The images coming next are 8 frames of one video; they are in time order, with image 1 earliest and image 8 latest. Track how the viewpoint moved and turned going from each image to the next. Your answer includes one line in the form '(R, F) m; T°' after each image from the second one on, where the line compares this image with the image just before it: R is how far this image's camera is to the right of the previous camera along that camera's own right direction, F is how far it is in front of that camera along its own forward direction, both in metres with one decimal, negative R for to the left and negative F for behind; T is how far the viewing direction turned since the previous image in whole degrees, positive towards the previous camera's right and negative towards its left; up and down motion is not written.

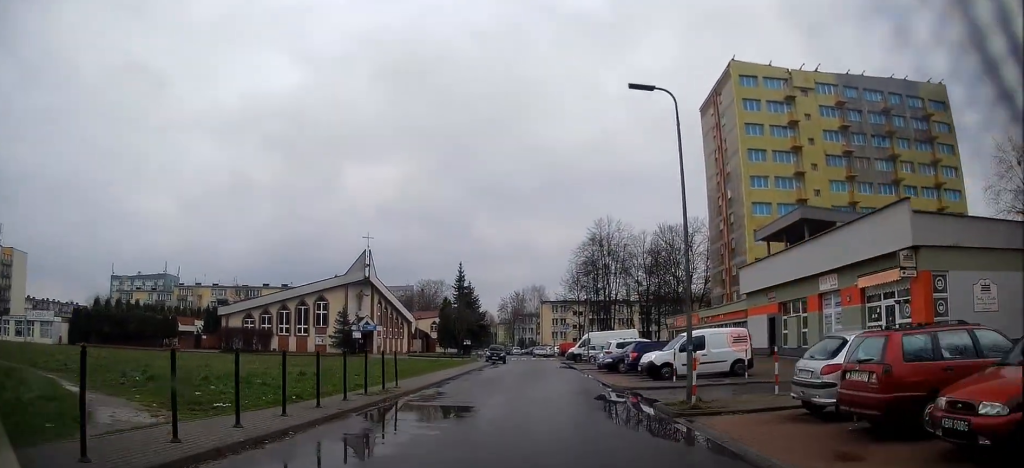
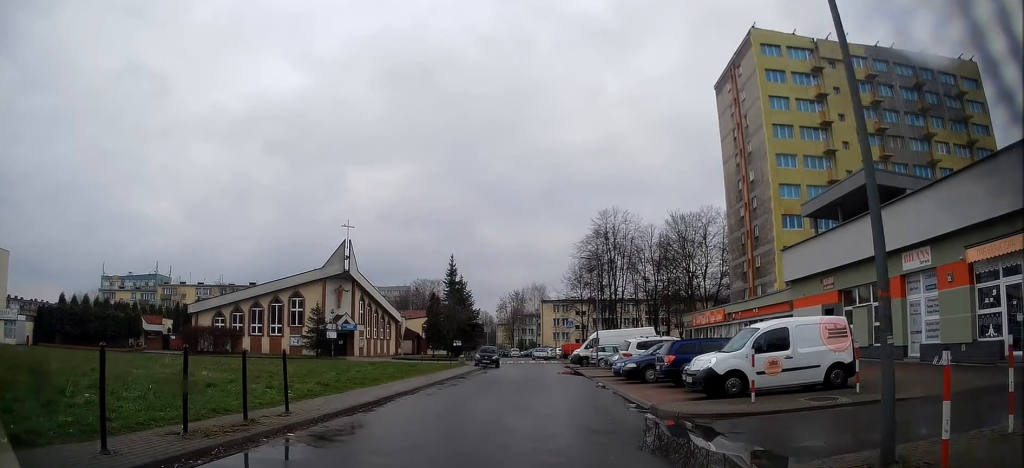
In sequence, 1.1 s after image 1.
(-0.1, +7.0) m; -1°
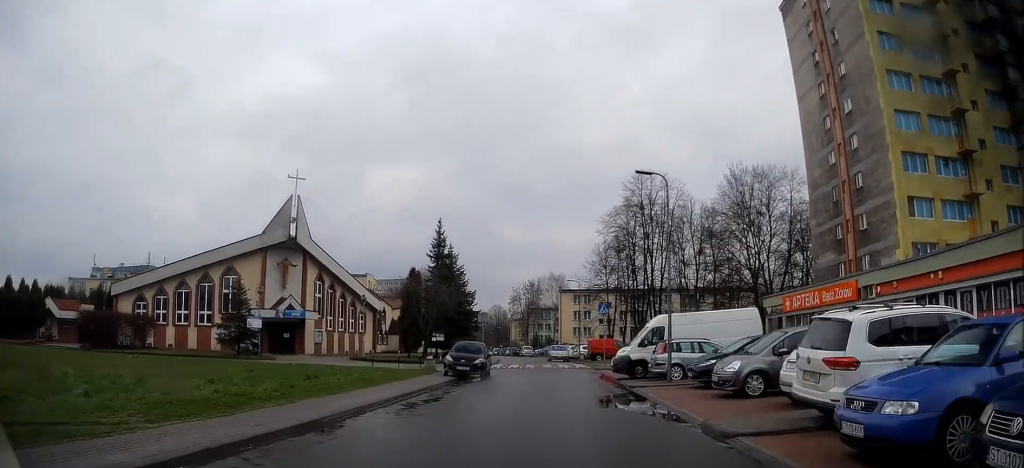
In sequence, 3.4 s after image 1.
(+0.4, +17.2) m; 0°
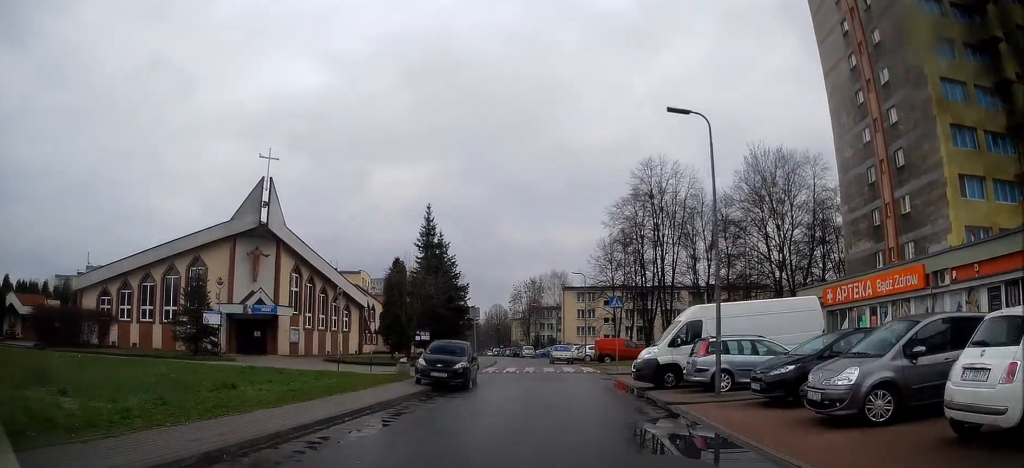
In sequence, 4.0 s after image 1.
(-0.2, +5.6) m; 0°
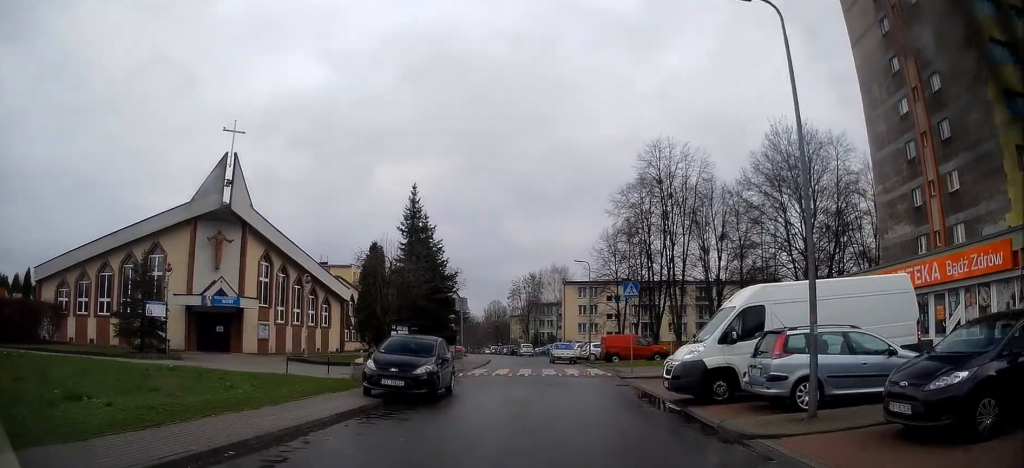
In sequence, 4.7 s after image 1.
(-0.1, +5.6) m; +1°
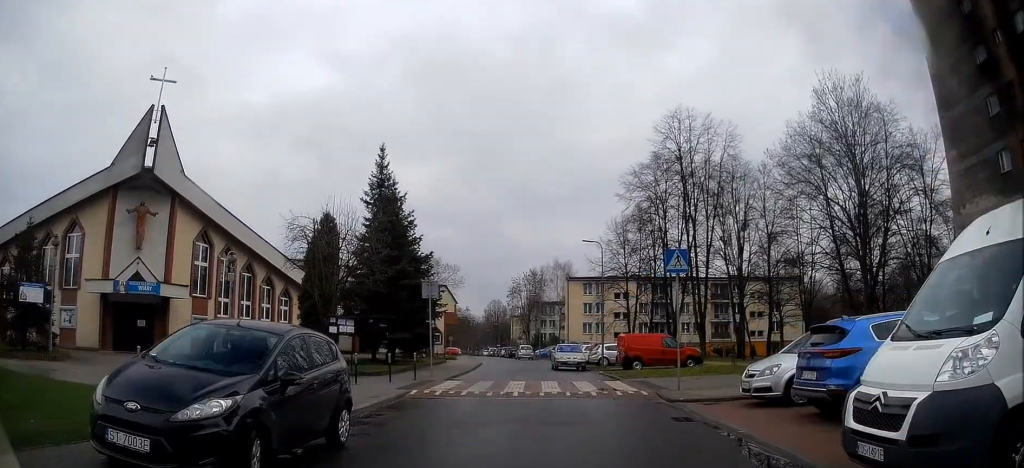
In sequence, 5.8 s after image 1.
(+0.3, +9.3) m; 0°
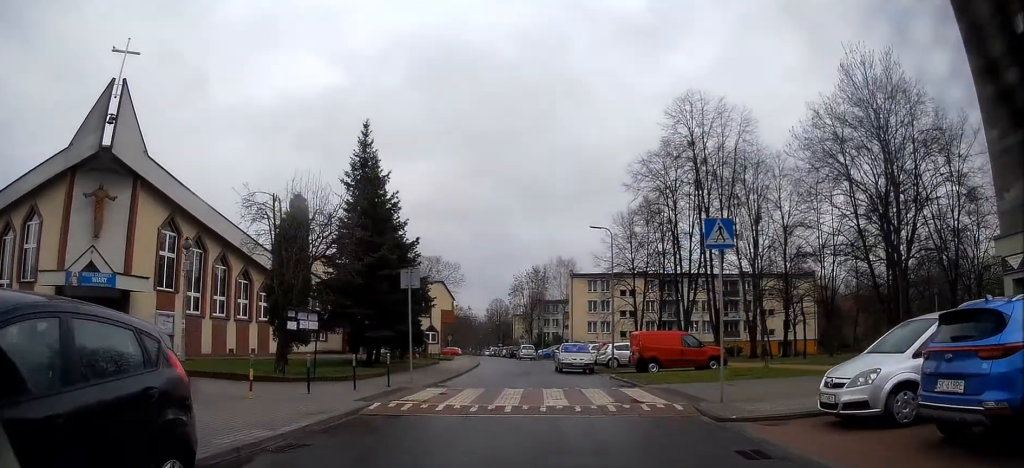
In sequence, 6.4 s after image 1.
(-0.1, +4.2) m; -2°
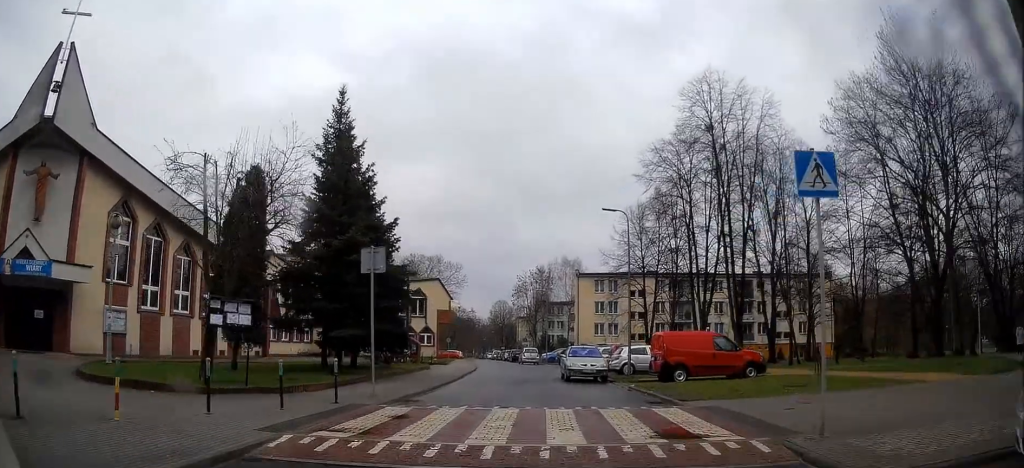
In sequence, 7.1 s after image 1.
(-0.1, +5.1) m; +1°
